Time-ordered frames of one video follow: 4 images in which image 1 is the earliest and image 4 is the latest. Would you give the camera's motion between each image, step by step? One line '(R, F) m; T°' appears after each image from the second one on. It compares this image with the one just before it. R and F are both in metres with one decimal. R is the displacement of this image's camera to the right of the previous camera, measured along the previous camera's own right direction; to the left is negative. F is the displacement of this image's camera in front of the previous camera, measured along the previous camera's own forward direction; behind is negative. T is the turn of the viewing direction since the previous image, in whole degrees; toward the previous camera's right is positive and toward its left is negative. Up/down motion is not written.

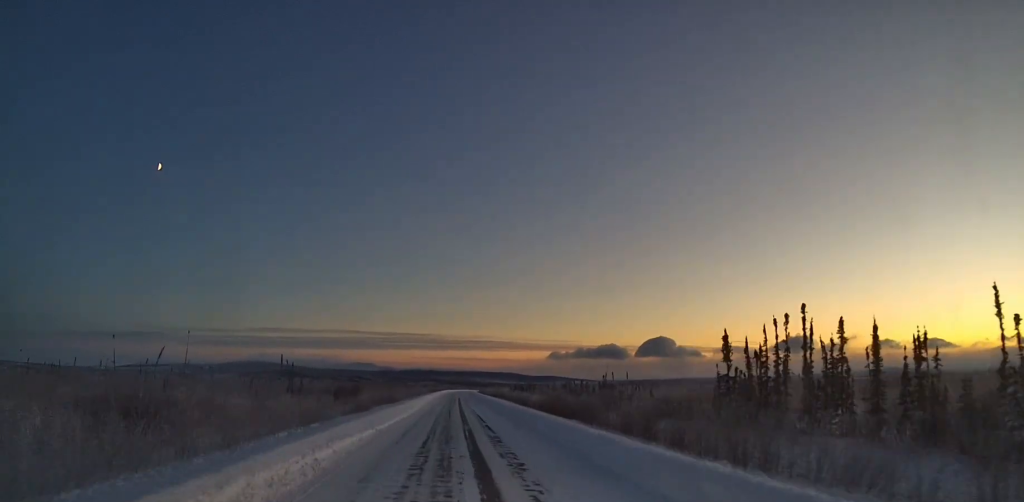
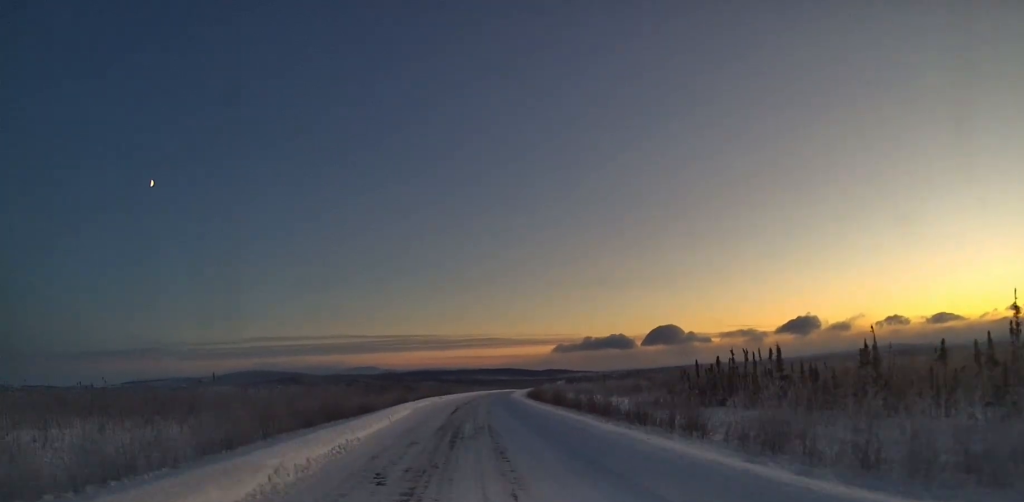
(+0.1, +198.7) m; +1°
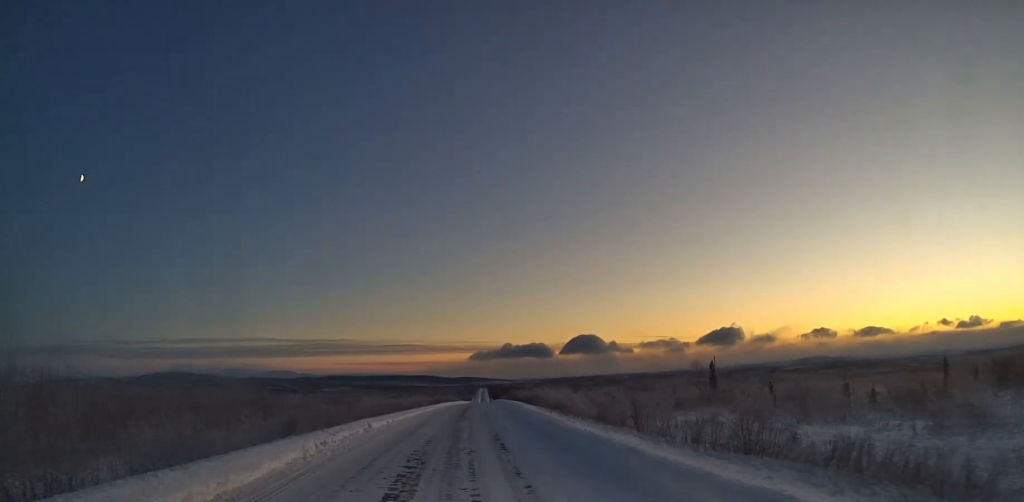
(+4.0, +132.2) m; +5°
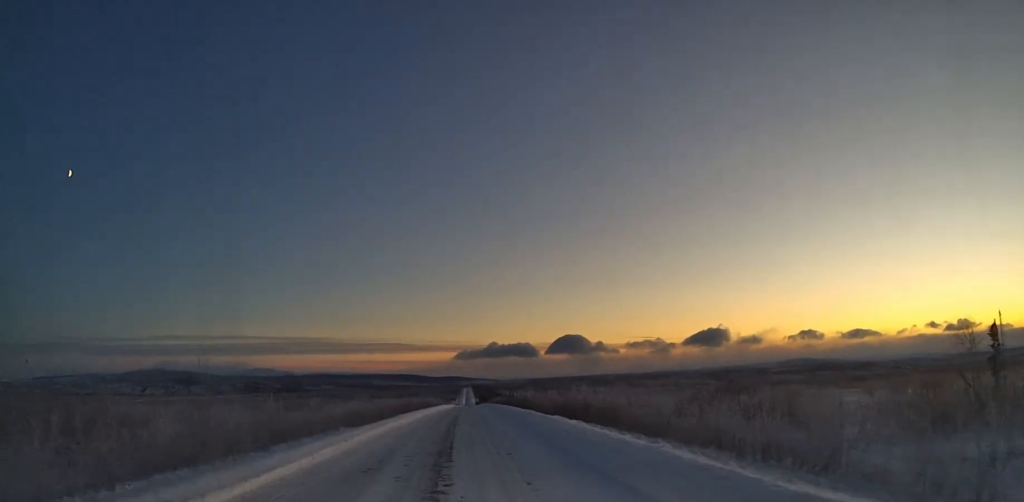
(+0.5, +49.6) m; +2°
